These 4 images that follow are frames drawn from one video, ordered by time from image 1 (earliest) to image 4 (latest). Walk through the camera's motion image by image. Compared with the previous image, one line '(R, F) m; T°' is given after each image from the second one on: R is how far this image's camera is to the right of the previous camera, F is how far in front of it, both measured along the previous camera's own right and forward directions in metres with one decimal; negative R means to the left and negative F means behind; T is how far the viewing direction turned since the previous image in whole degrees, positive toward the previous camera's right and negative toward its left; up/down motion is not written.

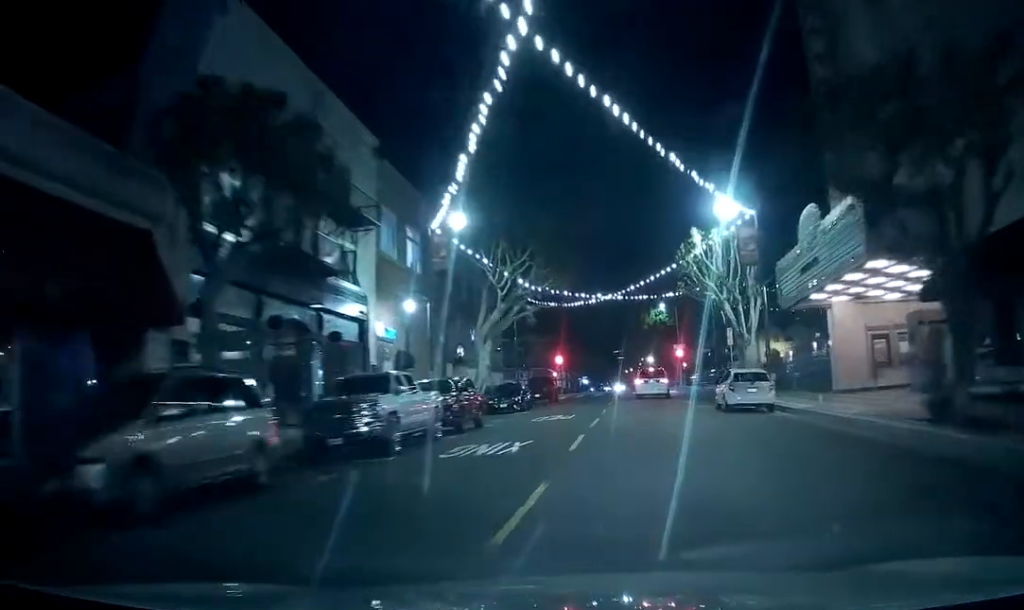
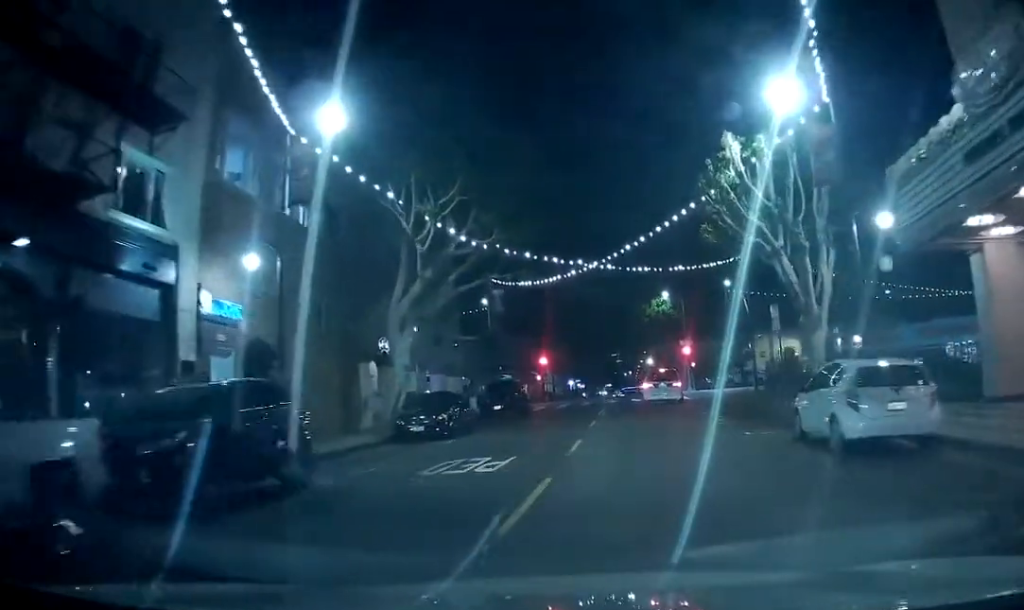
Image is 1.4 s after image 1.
(0.0, +14.1) m; 0°
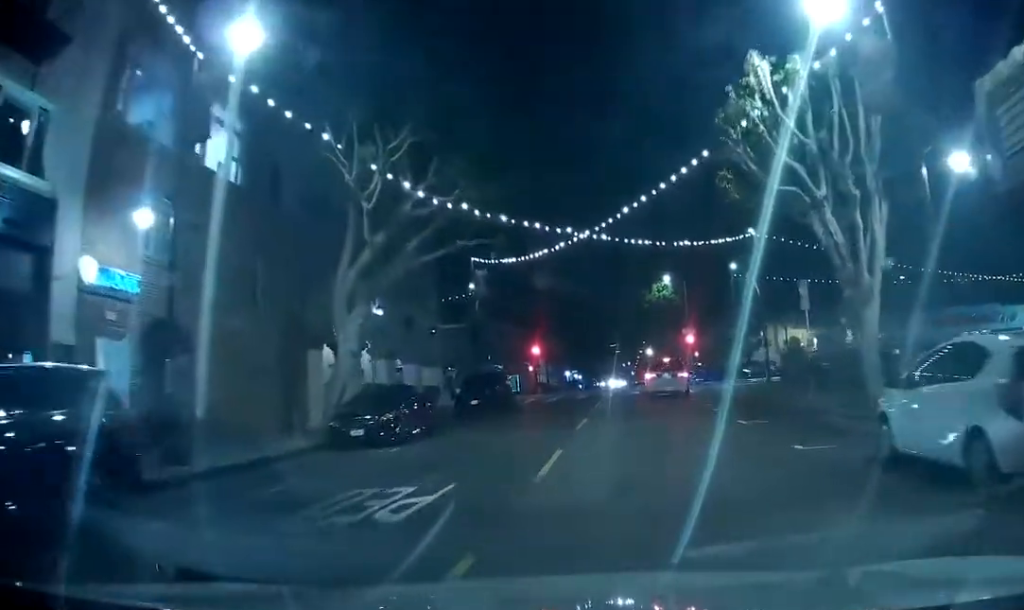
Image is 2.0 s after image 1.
(0.0, +5.0) m; 0°
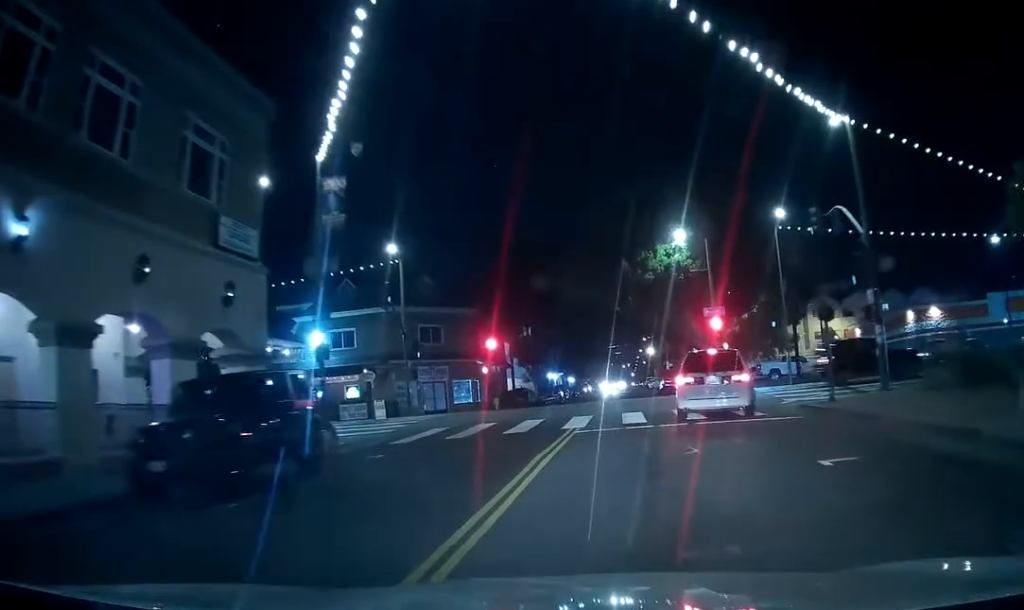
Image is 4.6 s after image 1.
(0.0, +22.2) m; 0°
